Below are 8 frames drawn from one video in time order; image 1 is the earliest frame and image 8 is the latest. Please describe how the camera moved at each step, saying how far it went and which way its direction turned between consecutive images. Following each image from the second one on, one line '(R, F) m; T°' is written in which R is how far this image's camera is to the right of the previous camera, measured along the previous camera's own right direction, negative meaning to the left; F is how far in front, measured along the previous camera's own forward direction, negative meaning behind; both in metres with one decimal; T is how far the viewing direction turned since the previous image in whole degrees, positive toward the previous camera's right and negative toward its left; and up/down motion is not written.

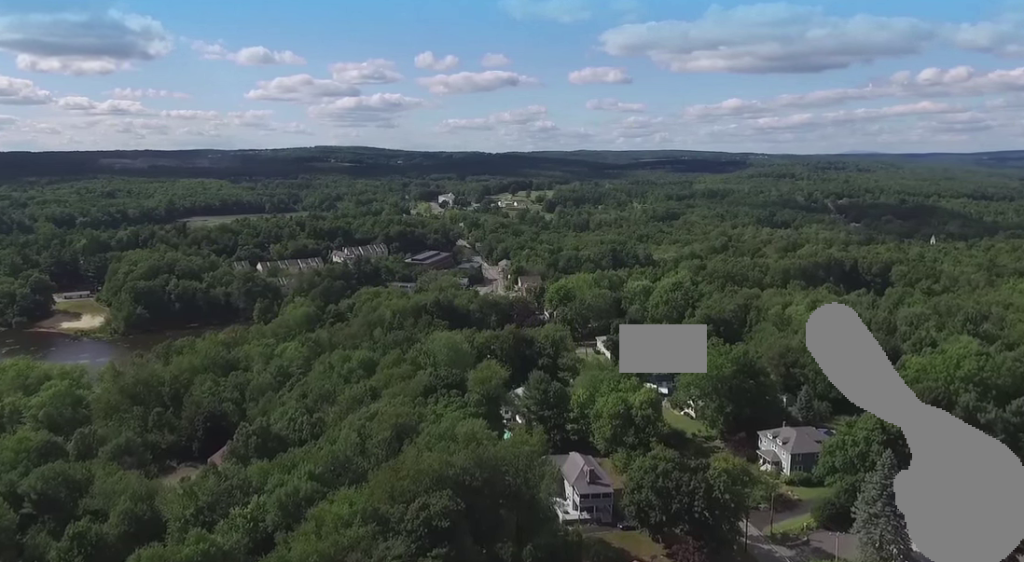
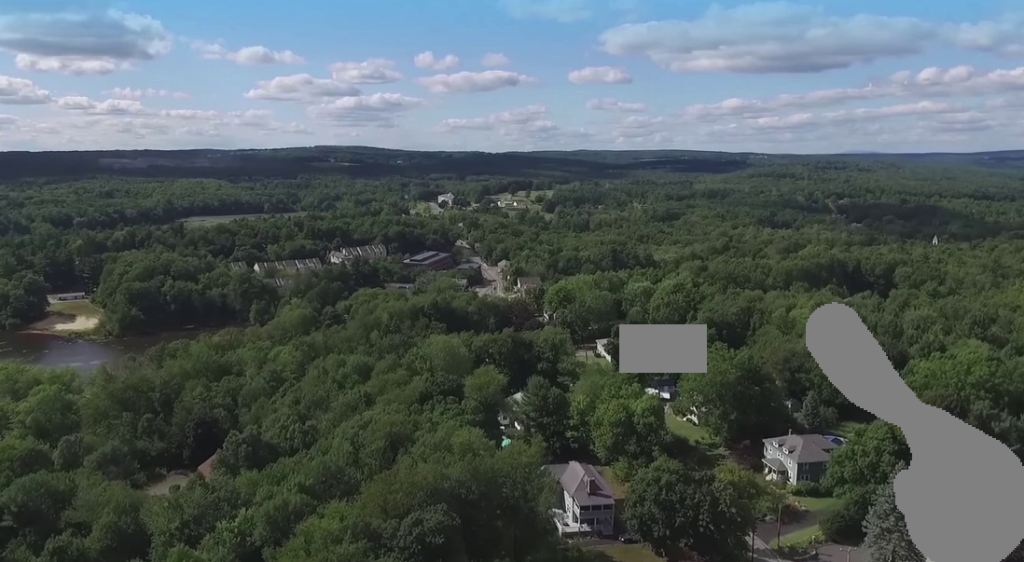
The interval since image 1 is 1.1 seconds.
(0.0, +4.3) m; +2°
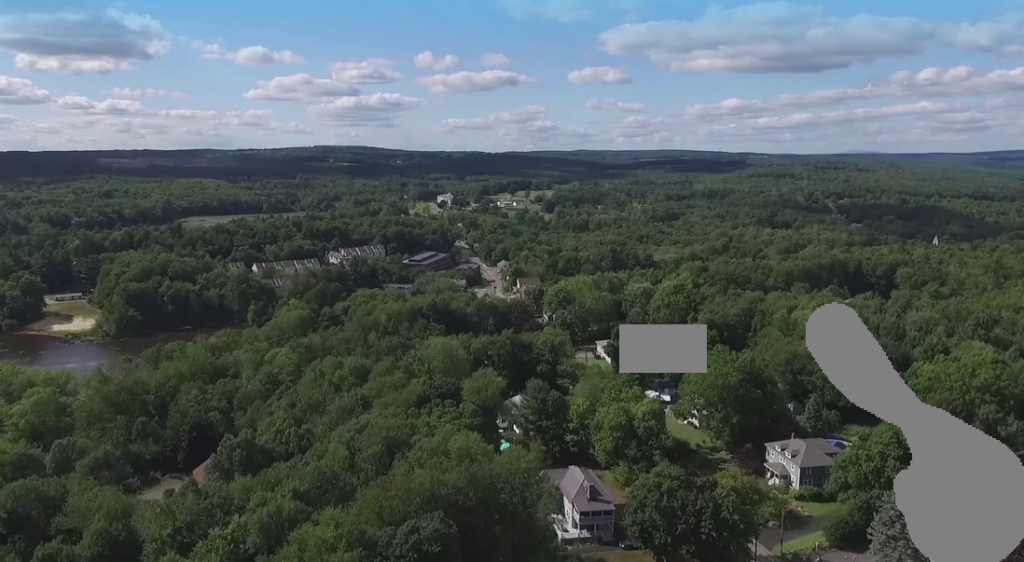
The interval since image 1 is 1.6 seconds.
(-0.1, +2.1) m; +2°
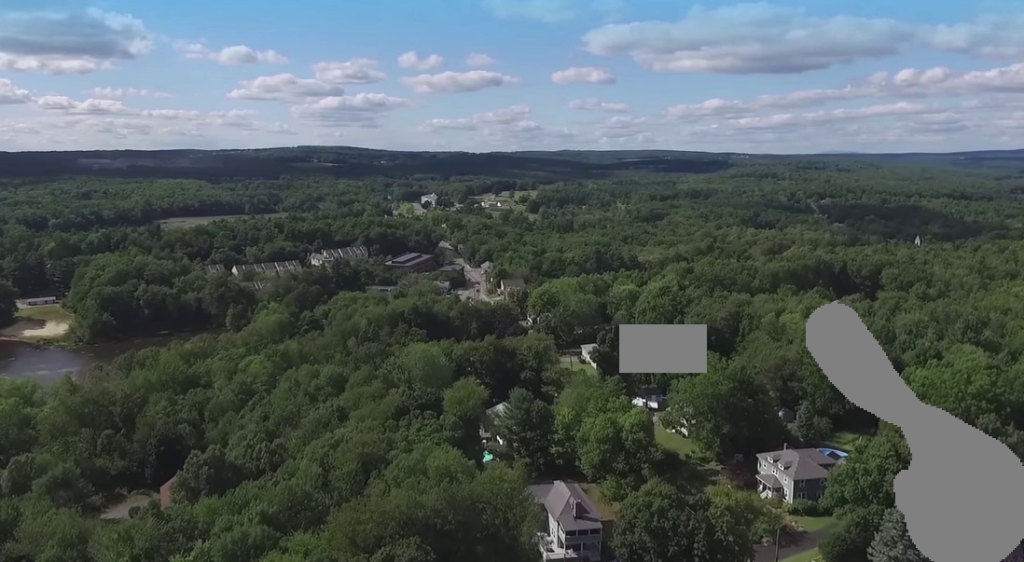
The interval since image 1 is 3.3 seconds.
(-0.1, +7.3) m; -2°
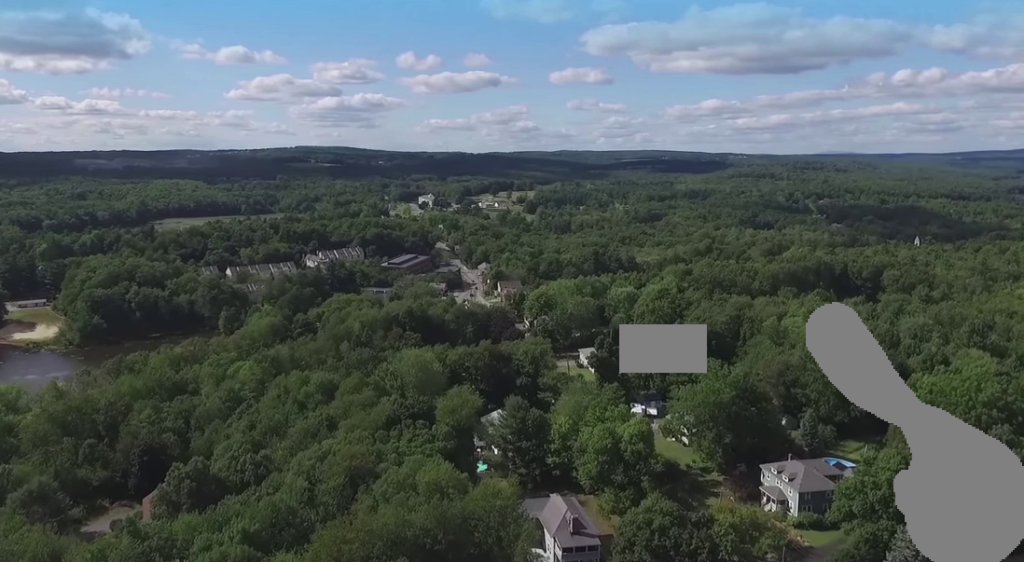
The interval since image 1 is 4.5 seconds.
(+0.2, +5.0) m; +5°
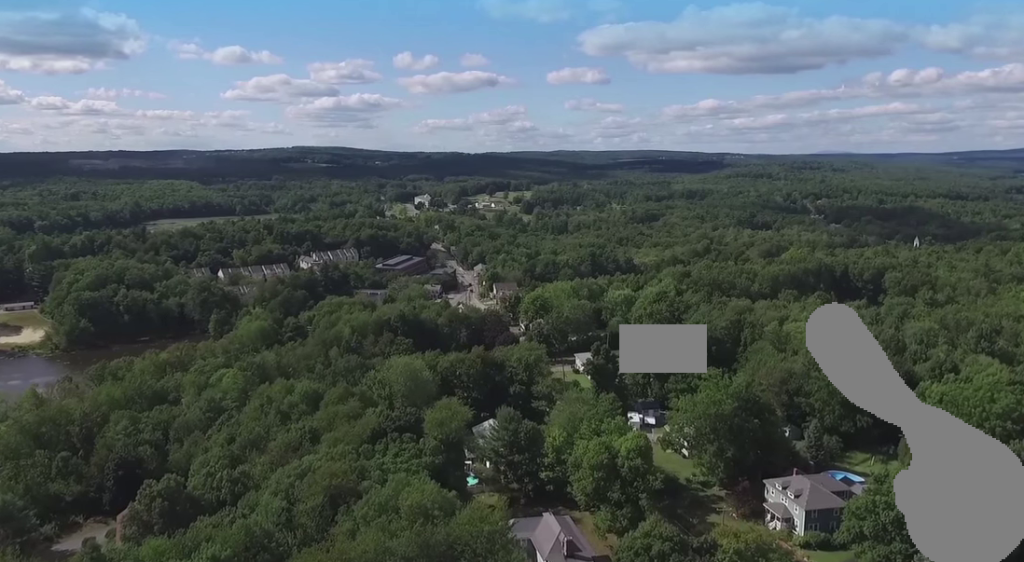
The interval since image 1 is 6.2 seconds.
(+0.2, +7.4) m; +2°
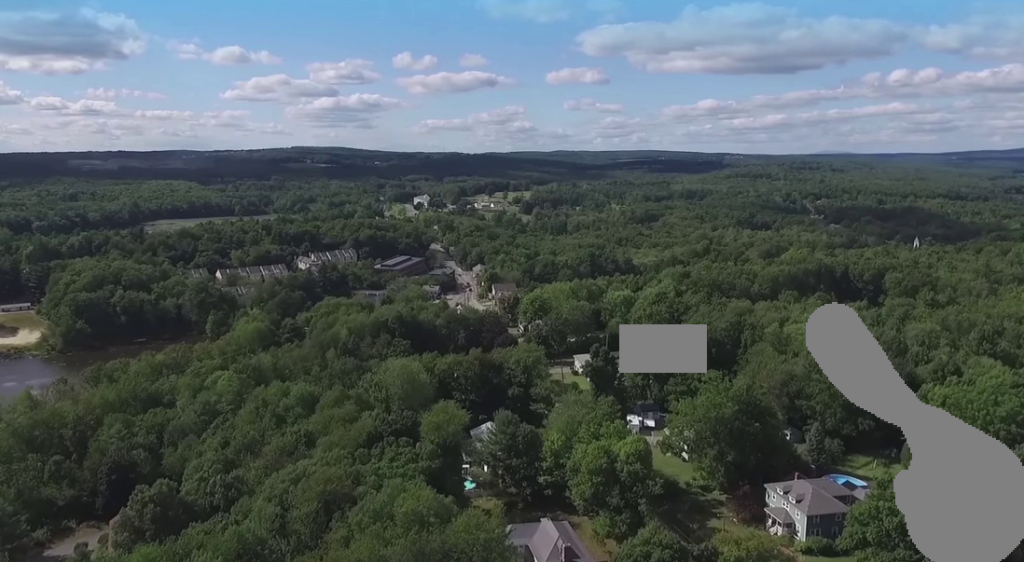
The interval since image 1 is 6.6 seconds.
(0.0, +1.9) m; 0°
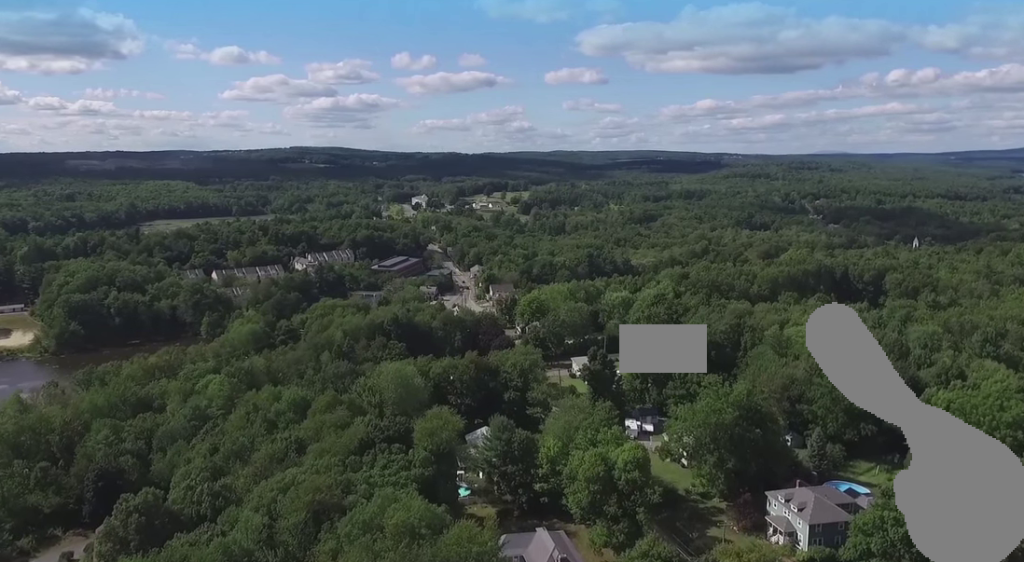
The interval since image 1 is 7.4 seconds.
(0.0, +3.1) m; +1°
